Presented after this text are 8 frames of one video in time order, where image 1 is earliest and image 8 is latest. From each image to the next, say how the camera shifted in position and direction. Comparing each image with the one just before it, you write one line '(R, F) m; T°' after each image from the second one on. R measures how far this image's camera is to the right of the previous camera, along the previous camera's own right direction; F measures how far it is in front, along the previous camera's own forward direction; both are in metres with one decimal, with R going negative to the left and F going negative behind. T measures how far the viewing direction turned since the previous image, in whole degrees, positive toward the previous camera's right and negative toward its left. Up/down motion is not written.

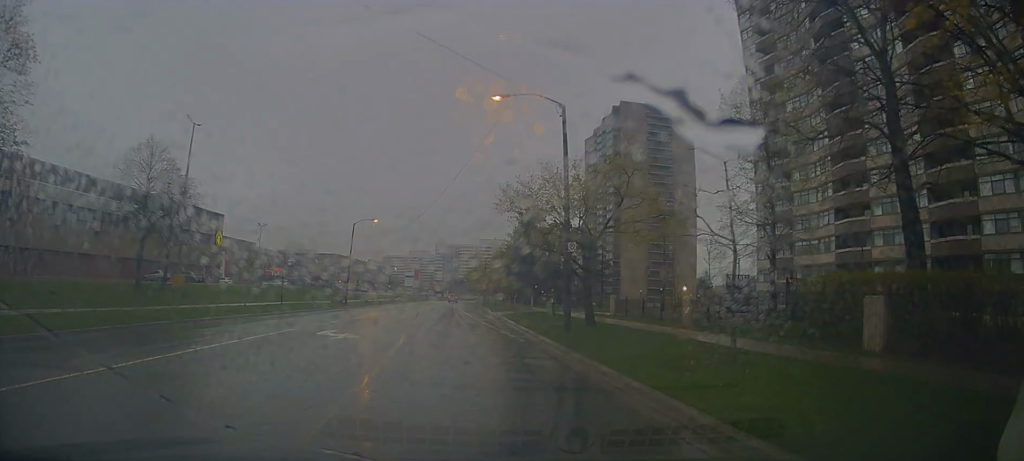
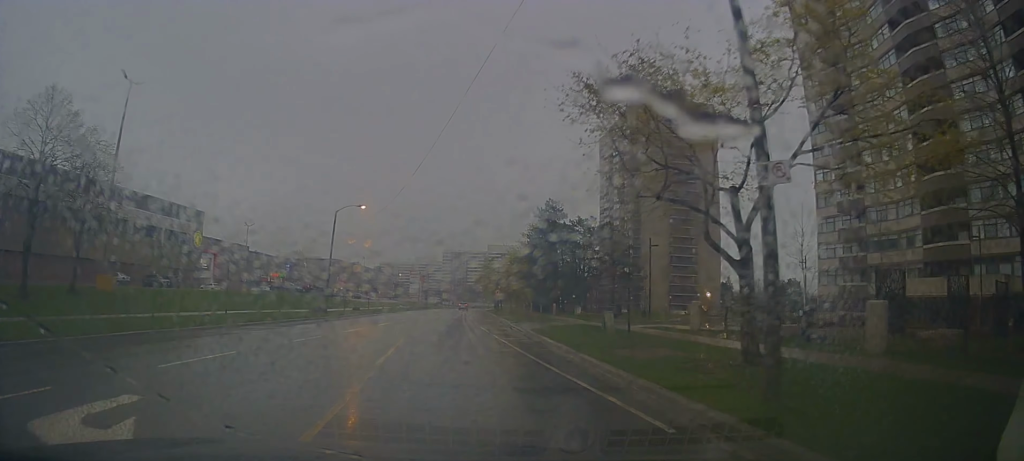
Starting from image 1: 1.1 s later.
(+0.1, +11.8) m; +1°
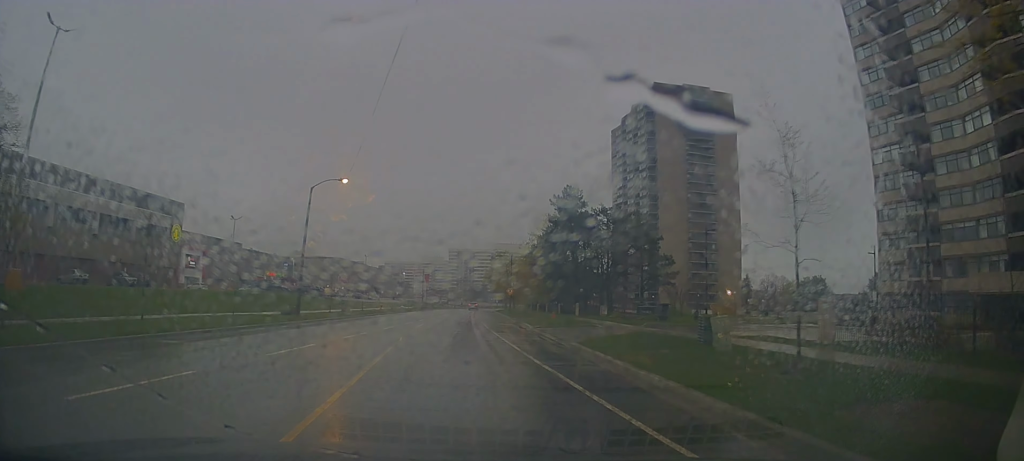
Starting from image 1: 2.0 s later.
(+0.1, +9.0) m; -1°
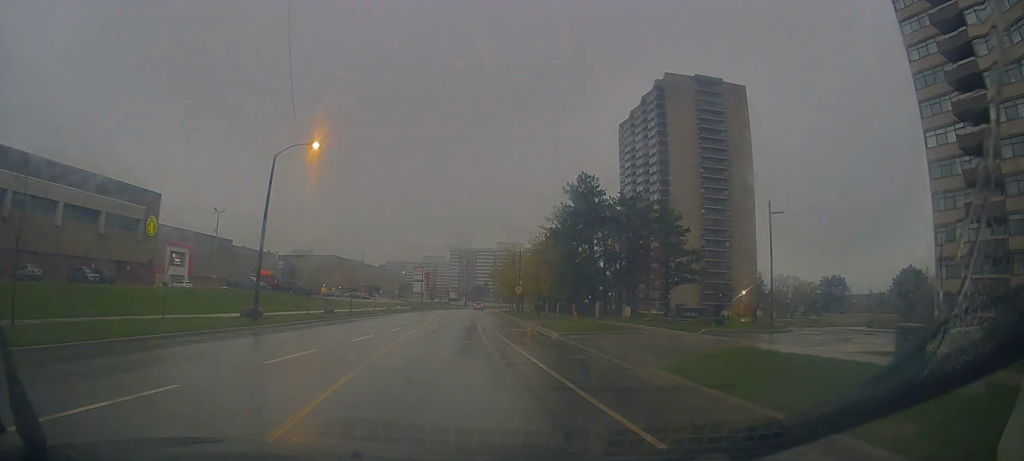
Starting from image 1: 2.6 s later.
(-0.2, +7.1) m; -1°
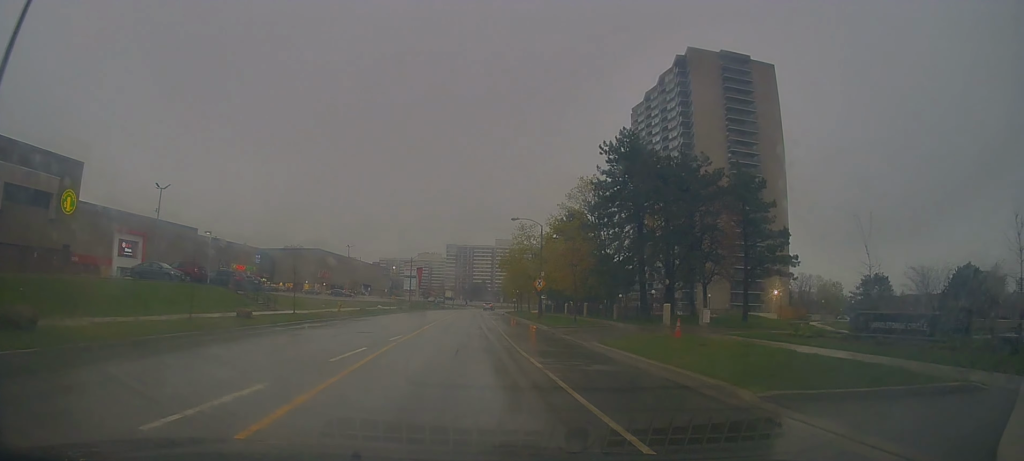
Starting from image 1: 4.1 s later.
(-0.3, +17.5) m; -1°
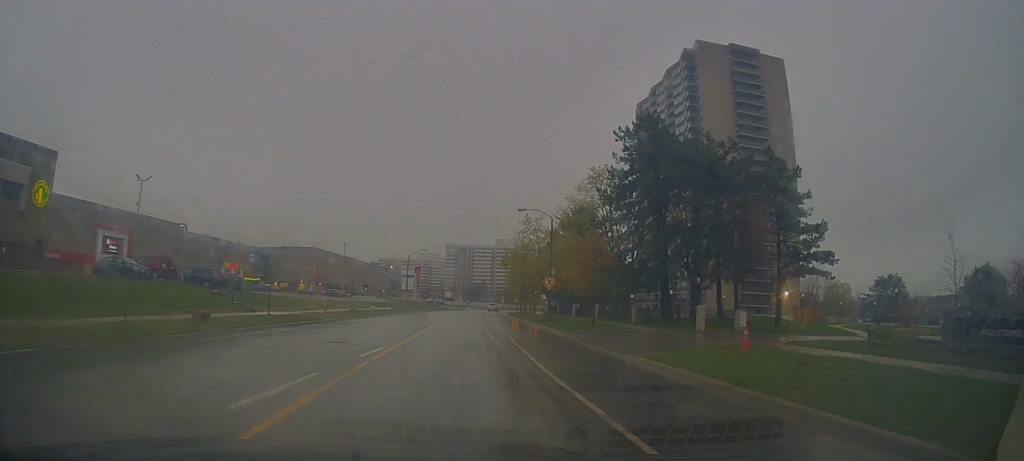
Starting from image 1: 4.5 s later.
(-0.1, +5.0) m; 0°
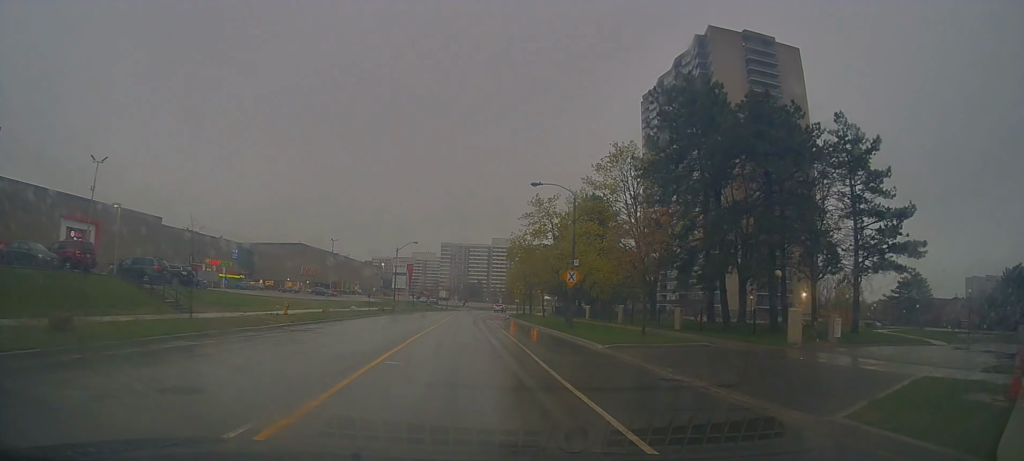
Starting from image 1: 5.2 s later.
(+0.1, +9.0) m; +1°
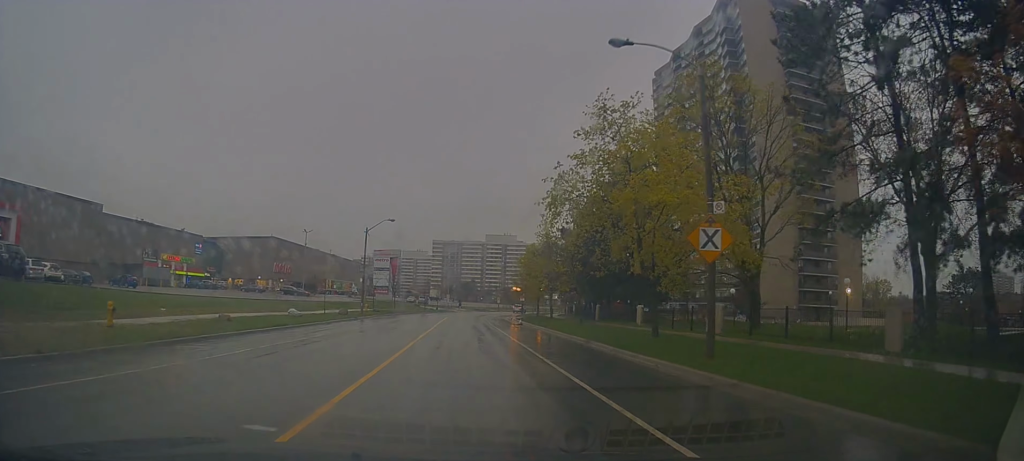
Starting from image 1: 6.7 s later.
(+0.2, +17.9) m; 0°
